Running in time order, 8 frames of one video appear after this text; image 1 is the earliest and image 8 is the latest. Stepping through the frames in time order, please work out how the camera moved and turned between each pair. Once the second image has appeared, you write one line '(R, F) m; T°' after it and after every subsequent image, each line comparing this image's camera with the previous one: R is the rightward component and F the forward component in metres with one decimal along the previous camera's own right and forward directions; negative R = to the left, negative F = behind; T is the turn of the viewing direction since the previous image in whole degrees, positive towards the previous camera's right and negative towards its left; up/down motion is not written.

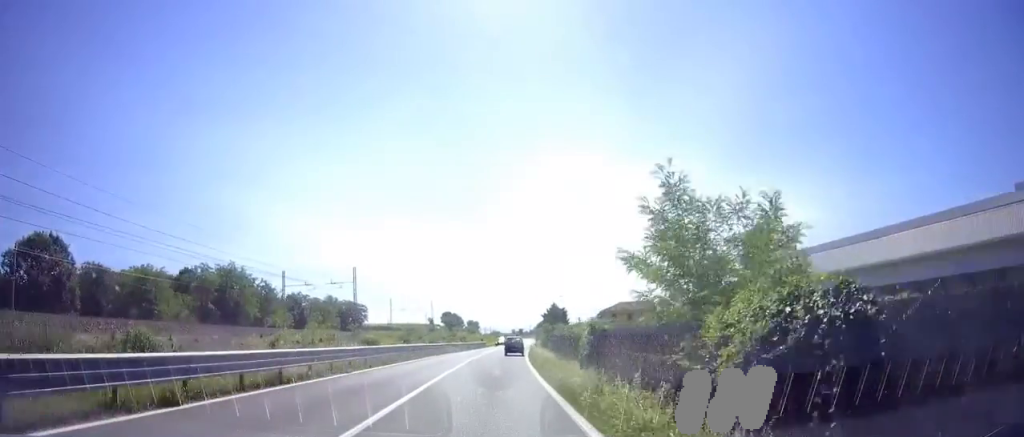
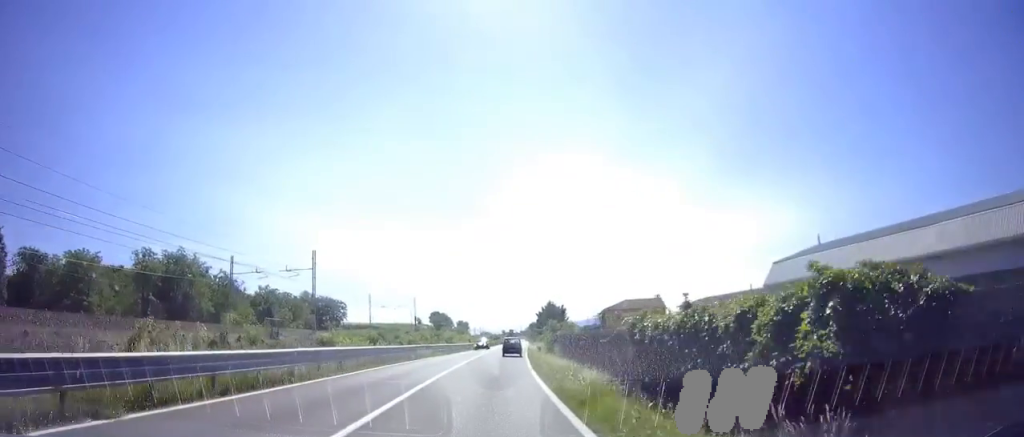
(+0.6, +12.1) m; 0°
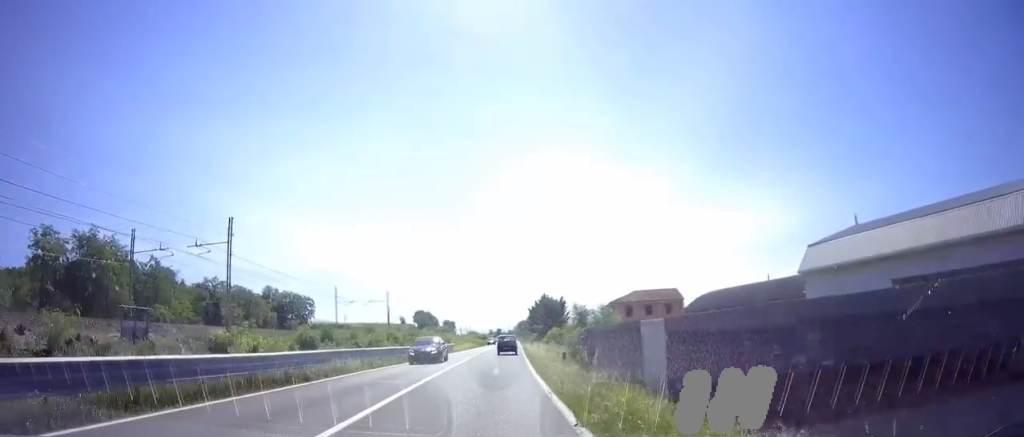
(-0.3, +16.3) m; +1°
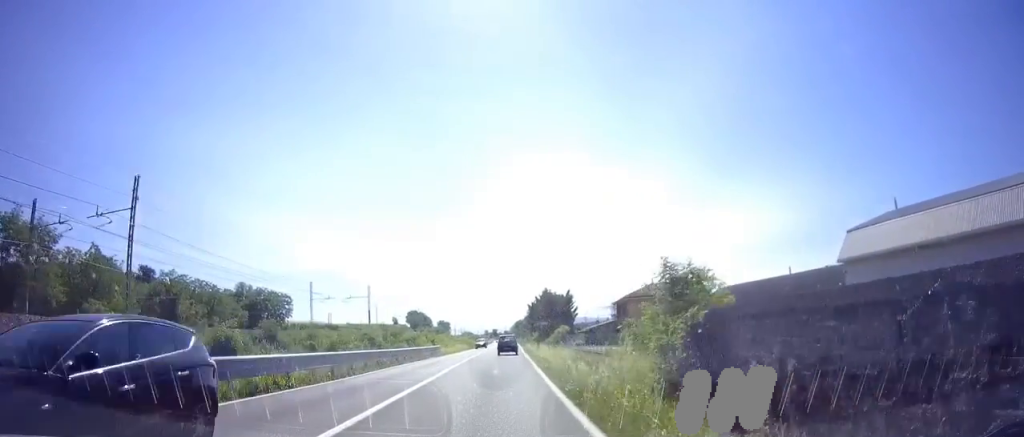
(+0.1, +11.5) m; +1°
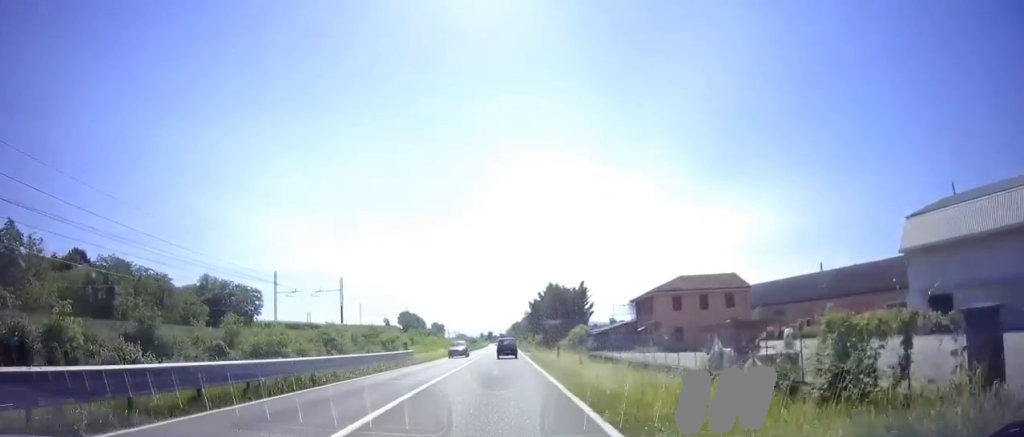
(+0.6, +13.3) m; +1°
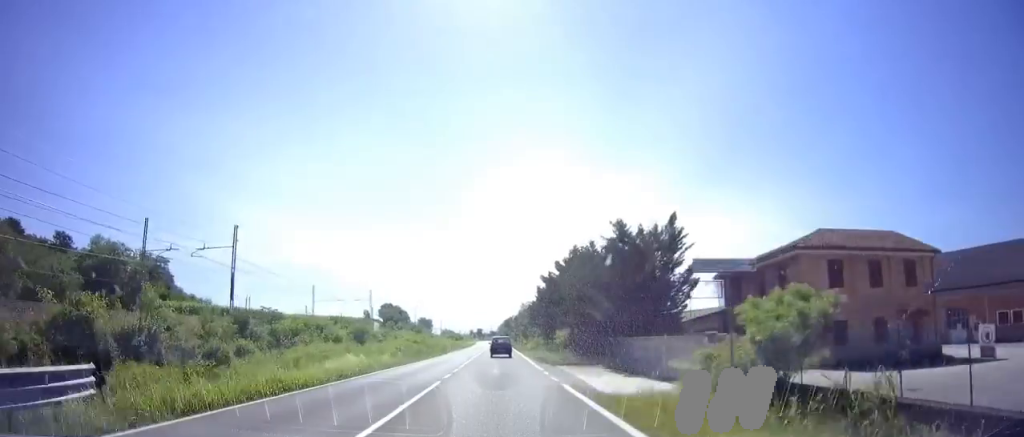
(-0.4, +29.8) m; 0°
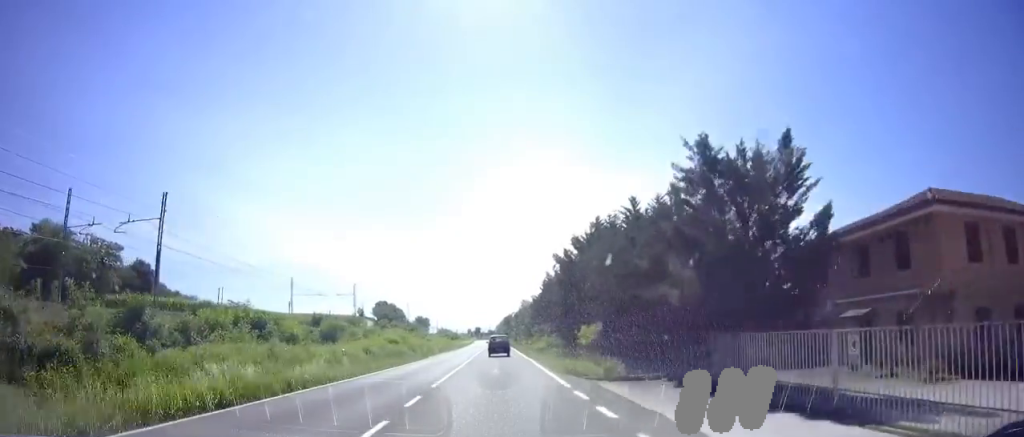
(+0.1, +10.7) m; 0°
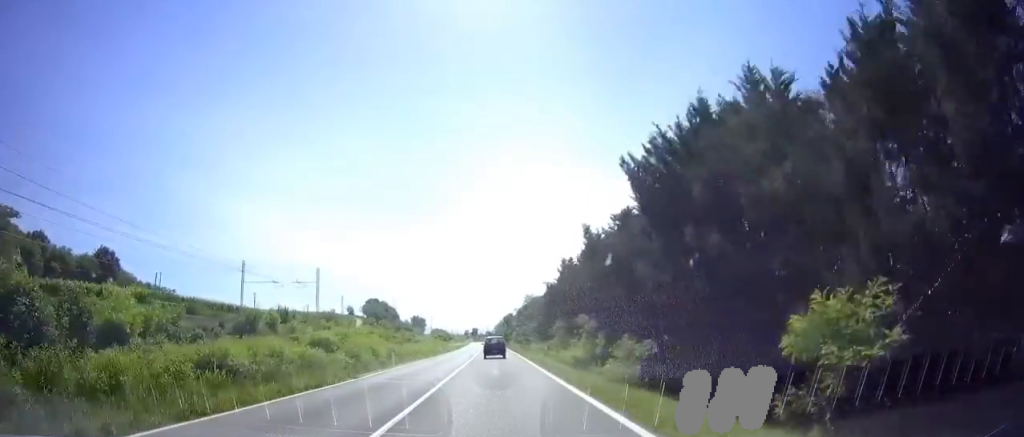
(0.0, +18.9) m; 0°
